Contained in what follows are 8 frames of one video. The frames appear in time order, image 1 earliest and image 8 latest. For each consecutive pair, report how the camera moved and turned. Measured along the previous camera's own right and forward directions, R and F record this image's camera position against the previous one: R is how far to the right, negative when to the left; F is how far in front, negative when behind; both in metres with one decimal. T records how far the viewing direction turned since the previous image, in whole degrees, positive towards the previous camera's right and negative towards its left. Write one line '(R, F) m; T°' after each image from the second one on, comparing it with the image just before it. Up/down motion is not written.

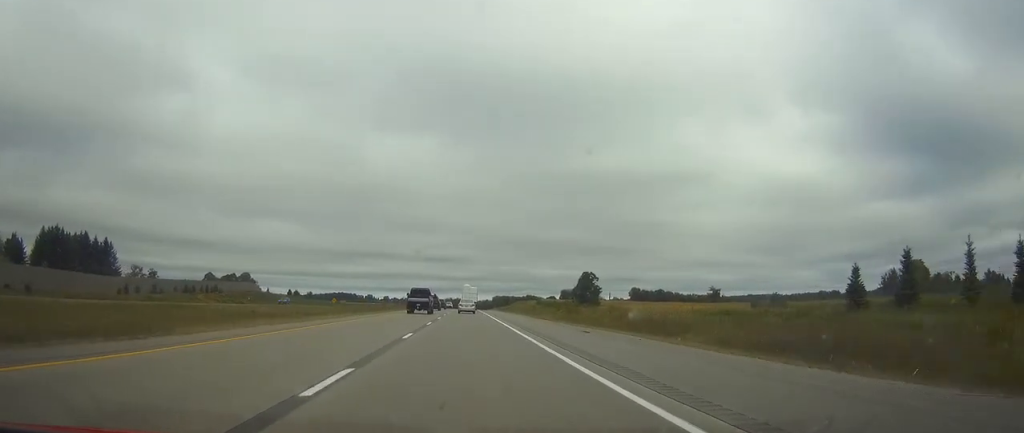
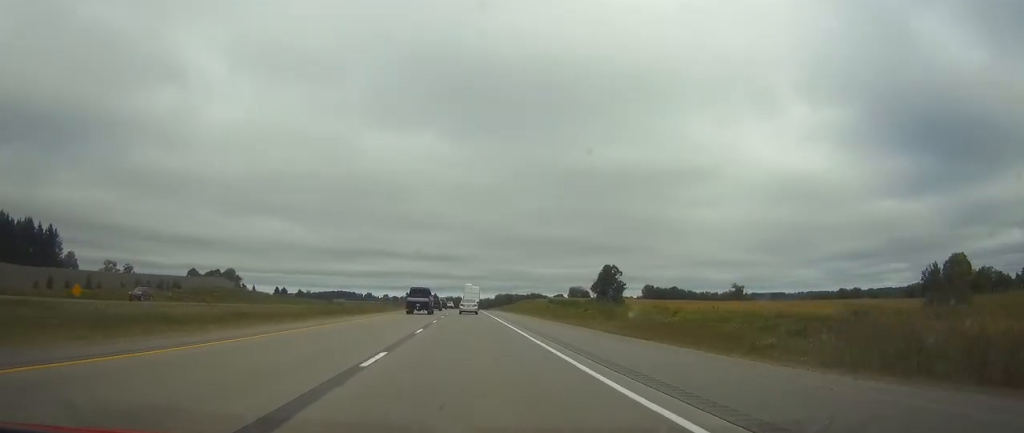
(-0.1, +32.9) m; 0°
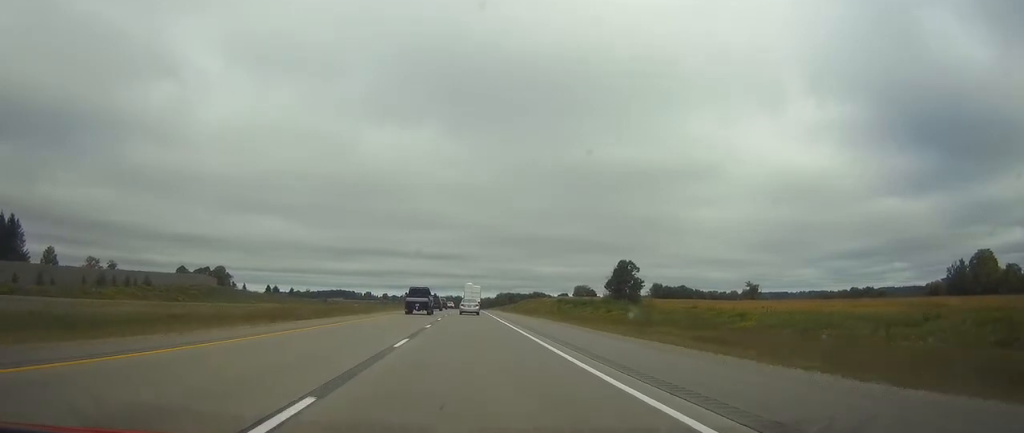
(0.0, +19.1) m; 0°
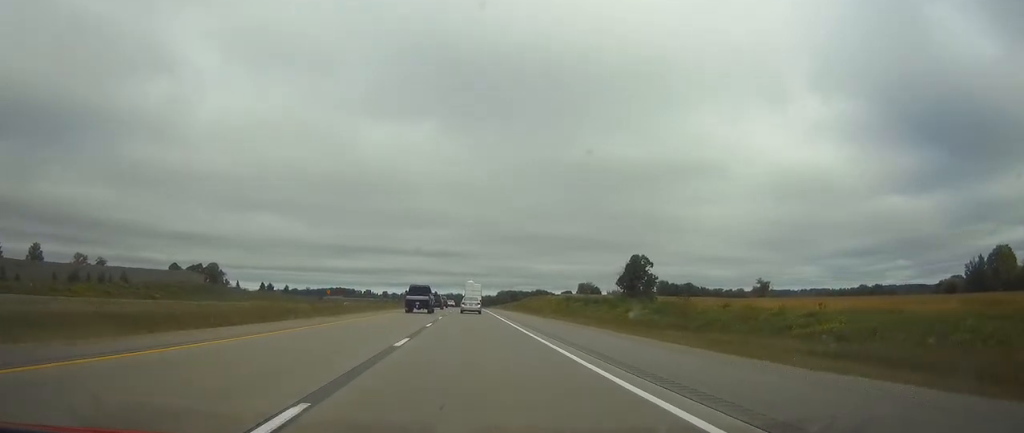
(+0.1, +12.6) m; 0°
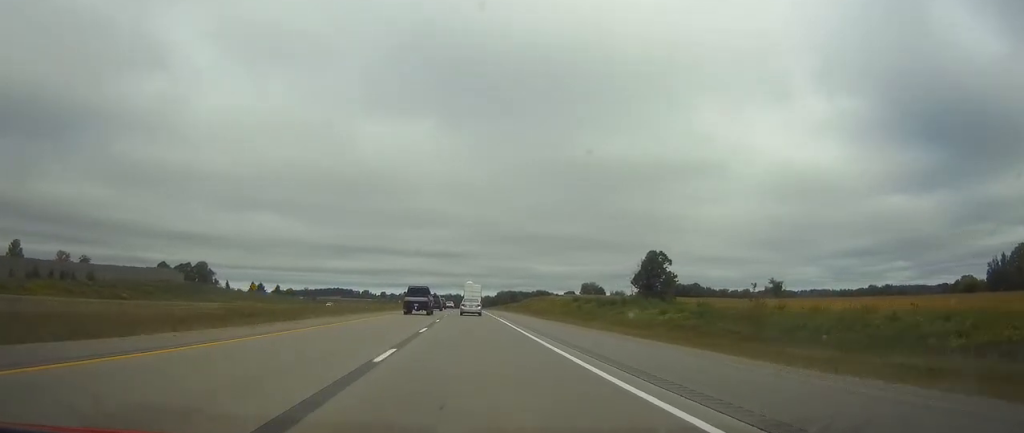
(0.0, +15.8) m; 0°
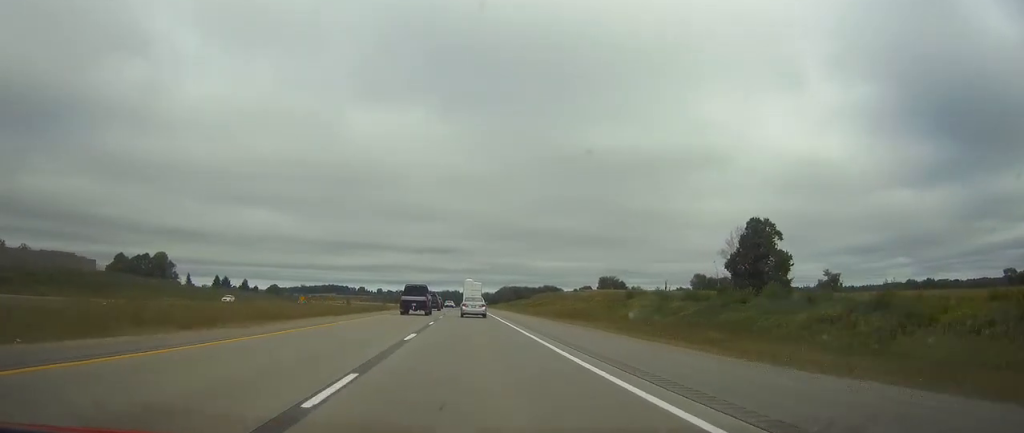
(0.0, +54.0) m; 0°
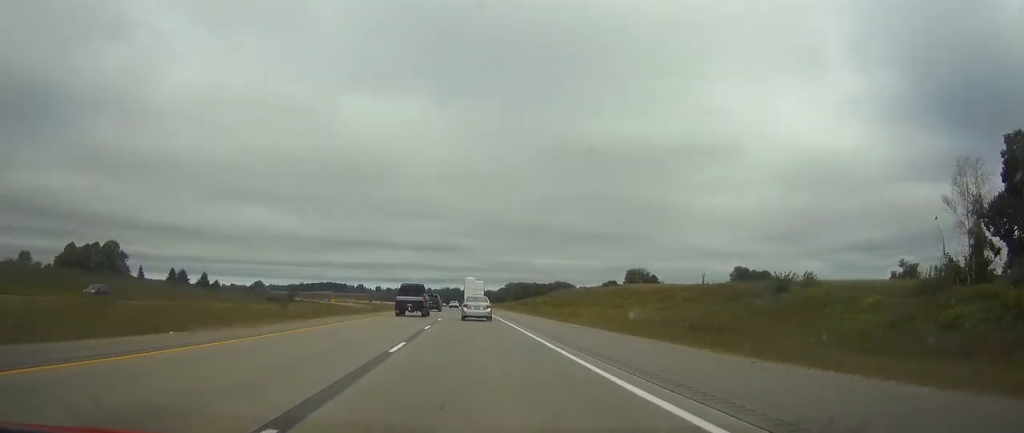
(-0.1, +53.1) m; 0°
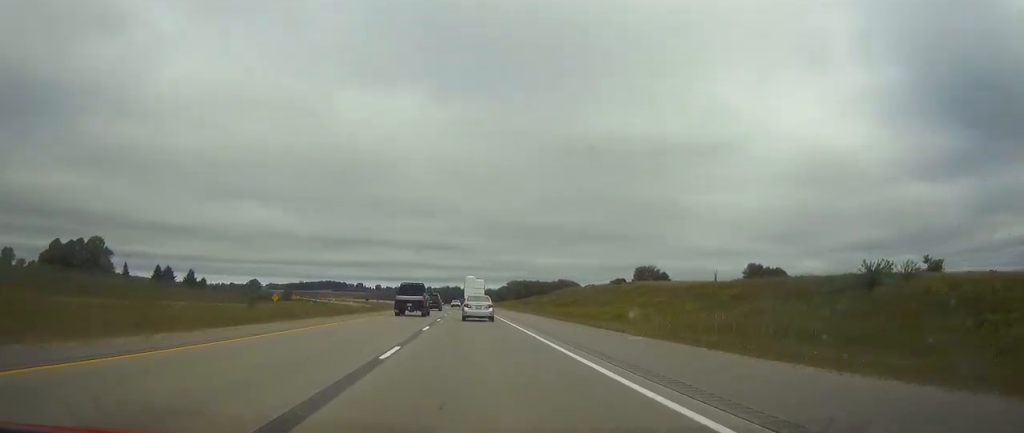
(0.0, +14.2) m; 0°
